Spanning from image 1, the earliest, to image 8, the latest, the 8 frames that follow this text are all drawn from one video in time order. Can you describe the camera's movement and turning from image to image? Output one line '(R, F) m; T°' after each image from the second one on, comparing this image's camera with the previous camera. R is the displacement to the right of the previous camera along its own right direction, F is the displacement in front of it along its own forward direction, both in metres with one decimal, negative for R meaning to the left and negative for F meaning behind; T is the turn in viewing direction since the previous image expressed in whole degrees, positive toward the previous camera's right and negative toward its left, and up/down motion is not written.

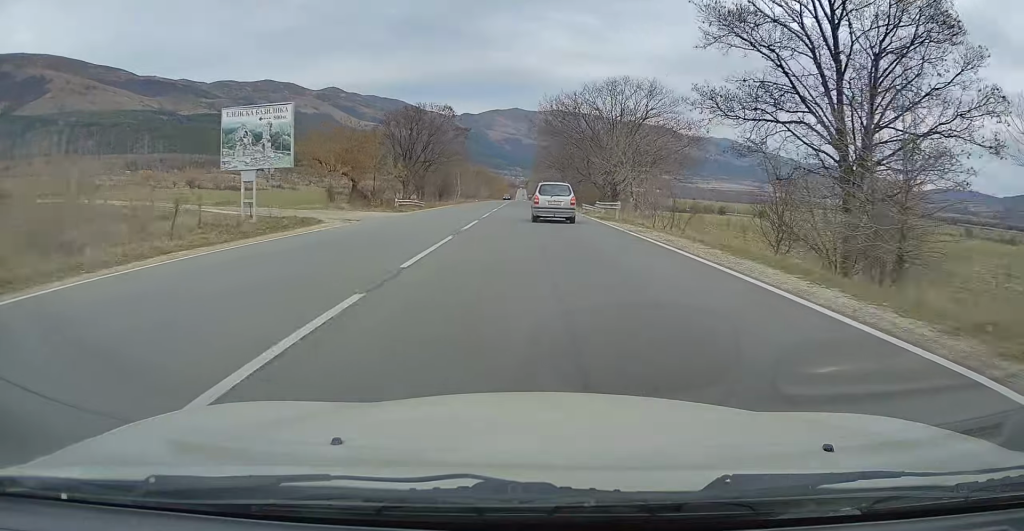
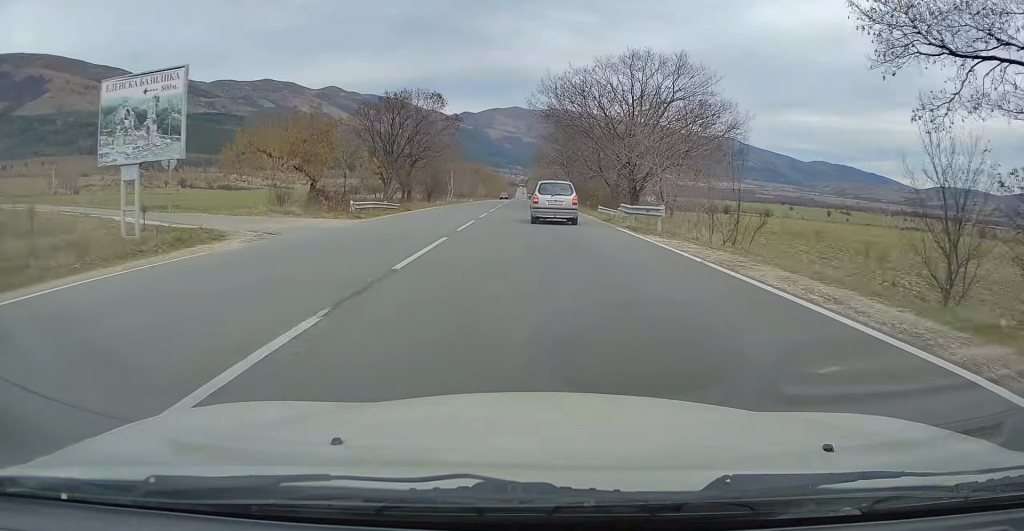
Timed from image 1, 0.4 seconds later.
(+0.1, +10.2) m; 0°
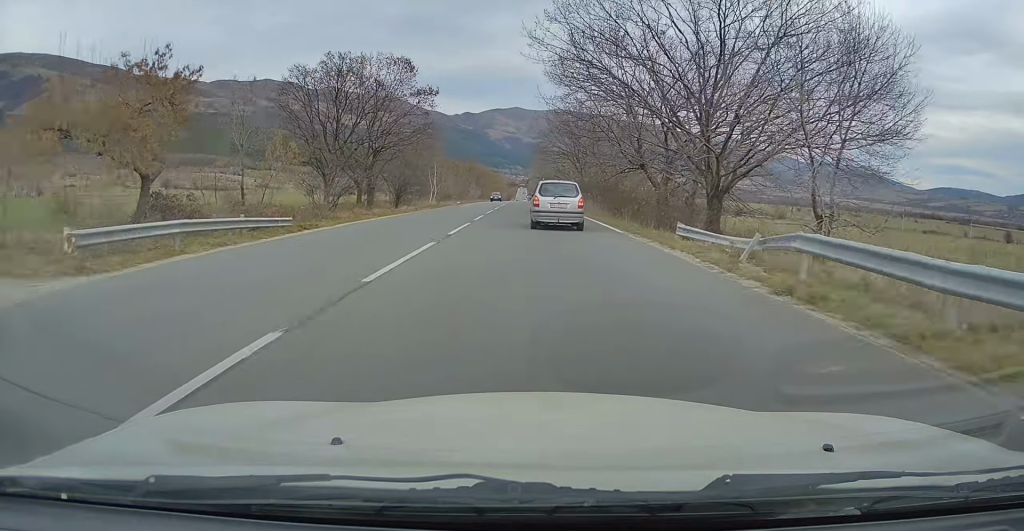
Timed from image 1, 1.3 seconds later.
(-0.1, +19.8) m; 0°
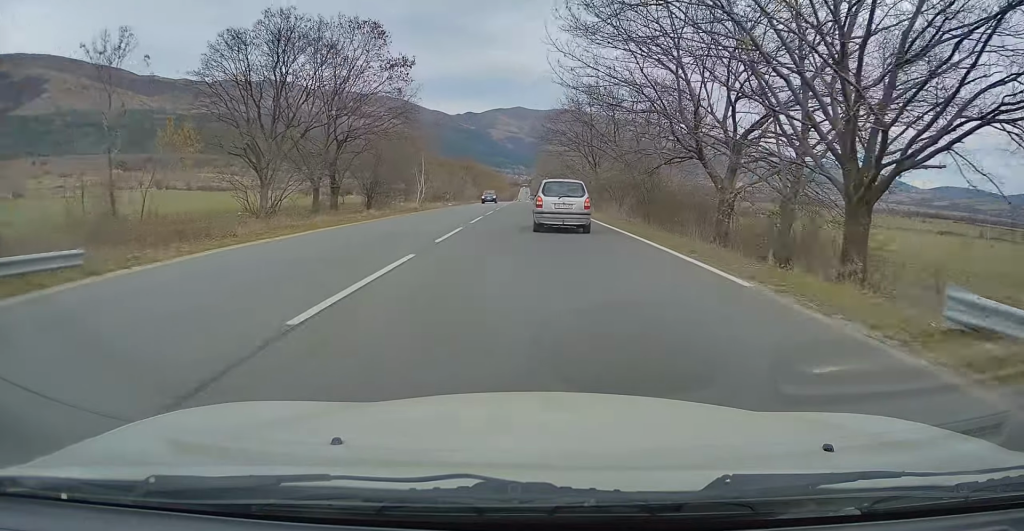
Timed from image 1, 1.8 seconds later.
(0.0, +11.9) m; 0°
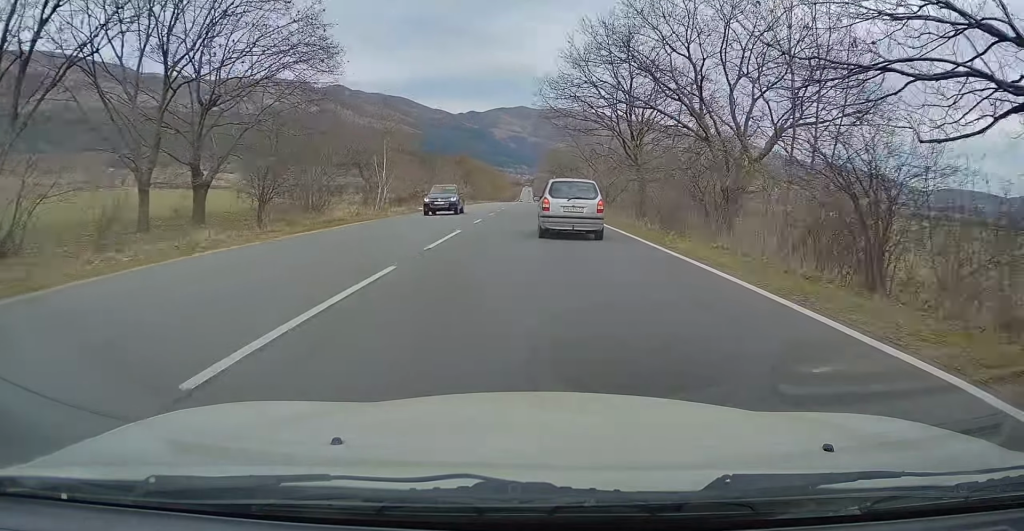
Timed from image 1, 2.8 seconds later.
(+0.1, +20.4) m; 0°
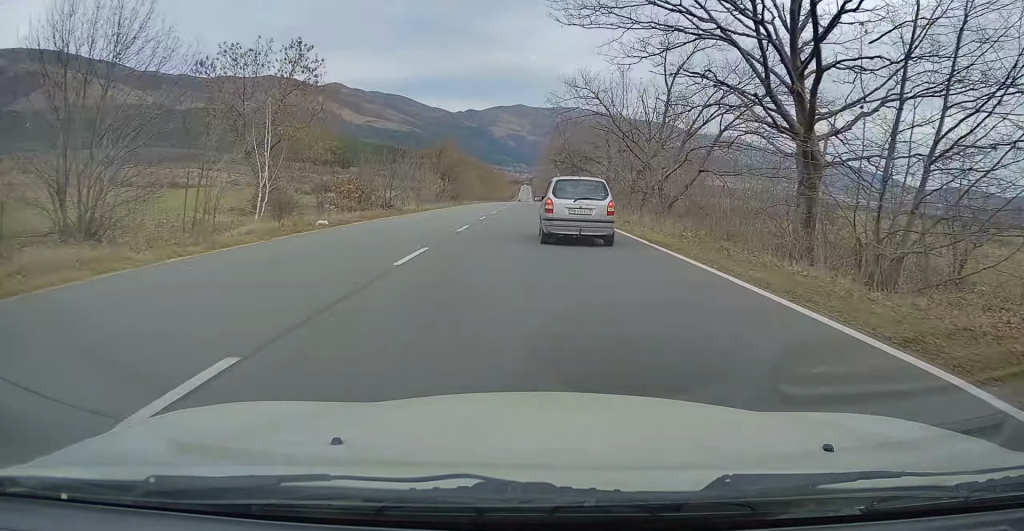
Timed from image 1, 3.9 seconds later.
(0.0, +23.6) m; 0°
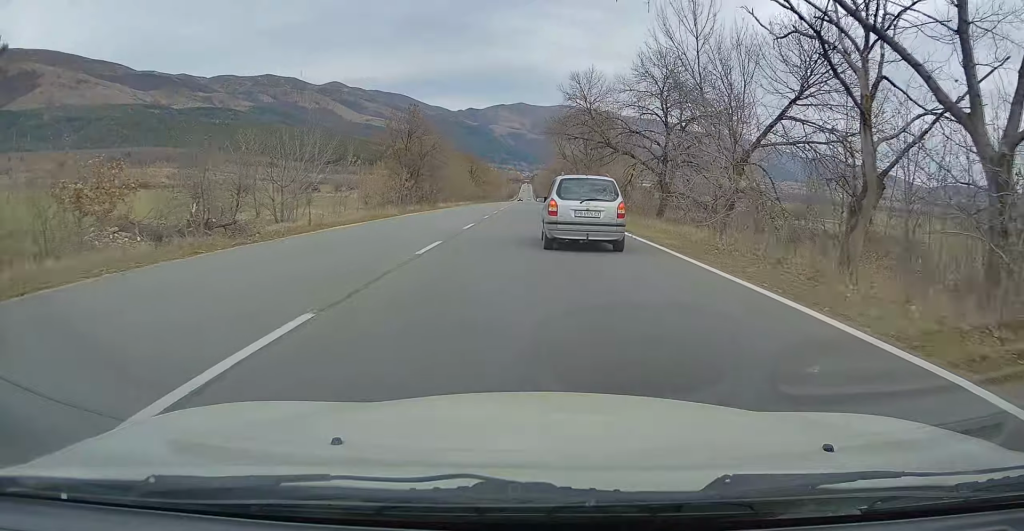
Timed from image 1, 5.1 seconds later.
(-0.2, +25.4) m; -1°
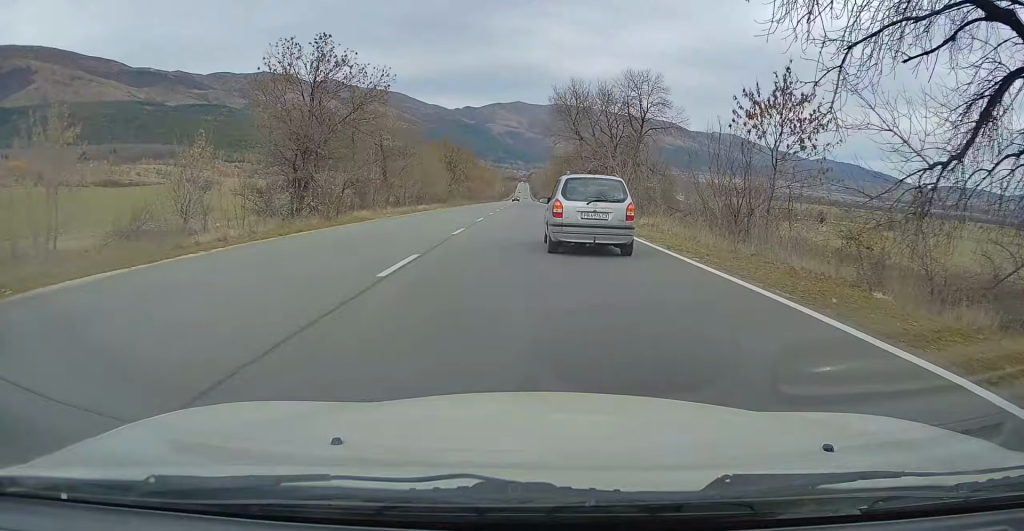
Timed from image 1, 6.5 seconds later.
(0.0, +30.6) m; +1°
